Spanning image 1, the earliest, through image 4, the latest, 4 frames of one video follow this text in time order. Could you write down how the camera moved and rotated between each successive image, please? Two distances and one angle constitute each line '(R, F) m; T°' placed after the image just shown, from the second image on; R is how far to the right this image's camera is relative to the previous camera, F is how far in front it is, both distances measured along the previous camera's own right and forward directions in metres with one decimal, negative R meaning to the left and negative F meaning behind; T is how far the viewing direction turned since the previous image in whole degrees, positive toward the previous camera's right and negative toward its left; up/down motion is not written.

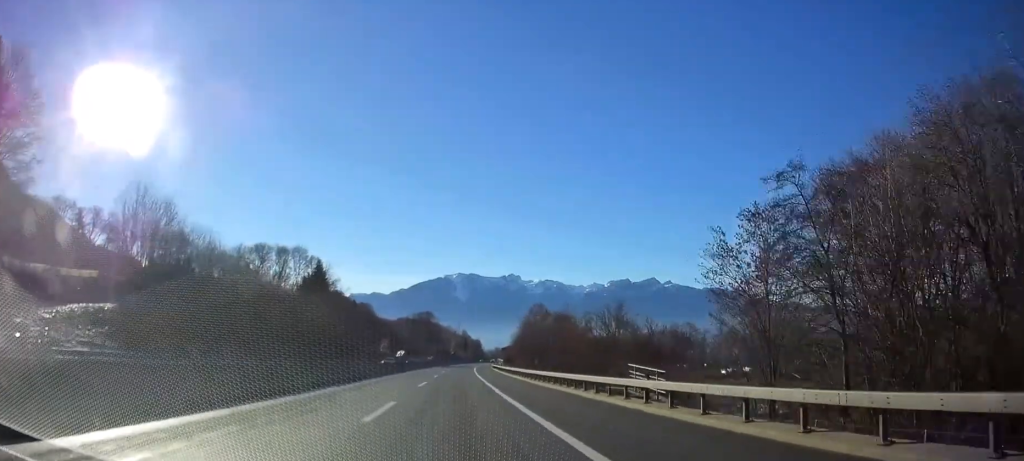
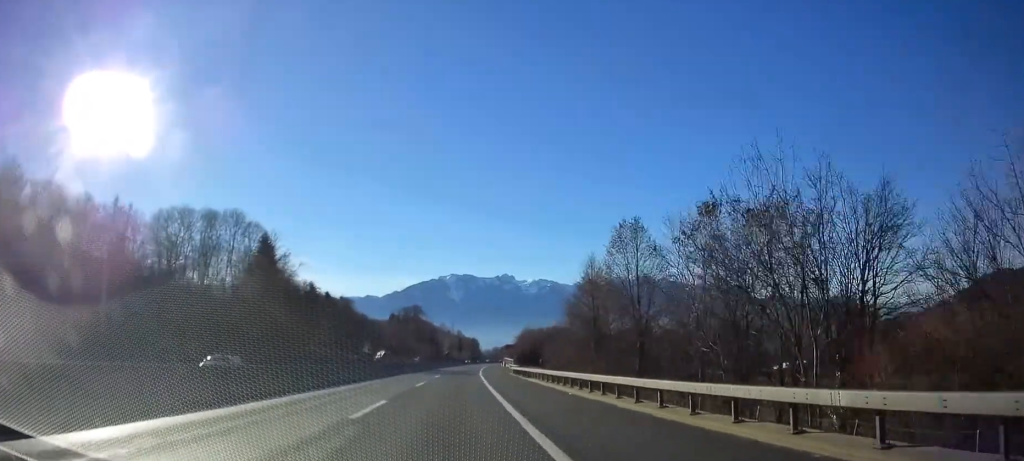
(+0.2, +52.1) m; 0°
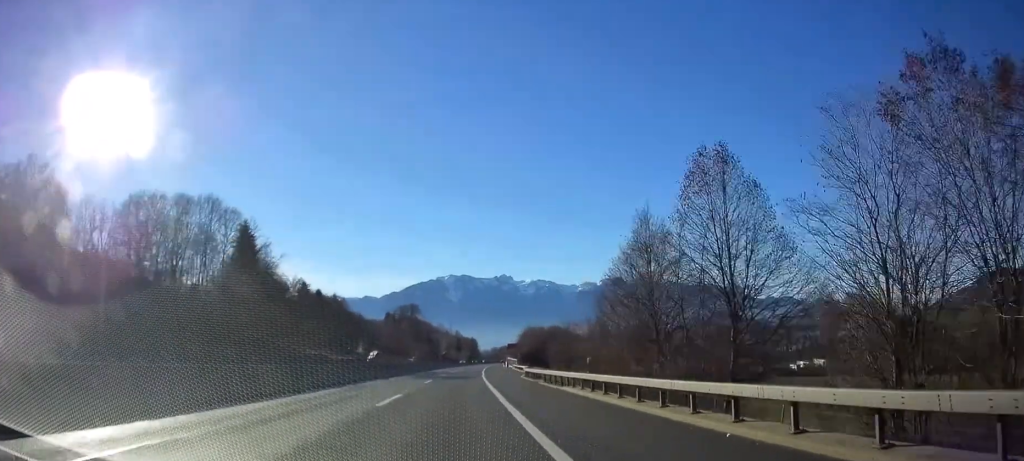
(0.0, +14.7) m; 0°
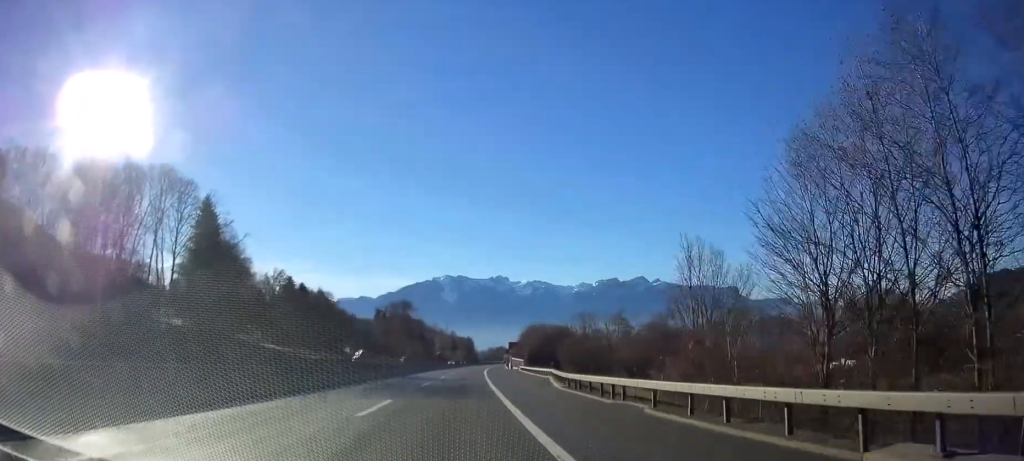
(0.0, +20.4) m; 0°
